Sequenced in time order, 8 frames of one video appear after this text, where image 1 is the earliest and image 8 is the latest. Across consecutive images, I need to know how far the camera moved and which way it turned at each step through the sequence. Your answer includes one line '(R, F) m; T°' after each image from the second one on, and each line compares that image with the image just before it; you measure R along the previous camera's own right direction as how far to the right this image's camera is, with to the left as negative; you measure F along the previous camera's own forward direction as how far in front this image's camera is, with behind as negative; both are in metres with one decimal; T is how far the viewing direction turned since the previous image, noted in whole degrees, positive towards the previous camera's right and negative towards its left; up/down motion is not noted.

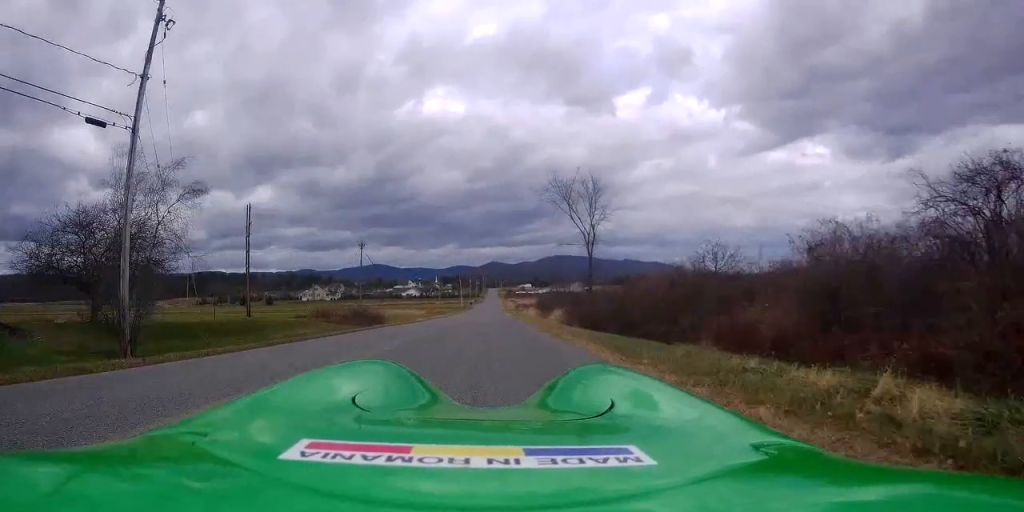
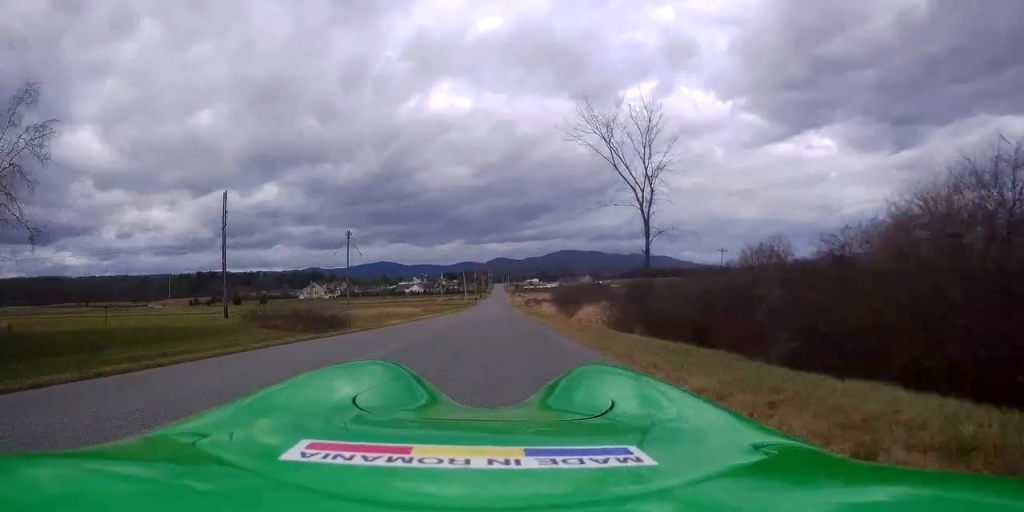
(-0.2, +13.6) m; 0°
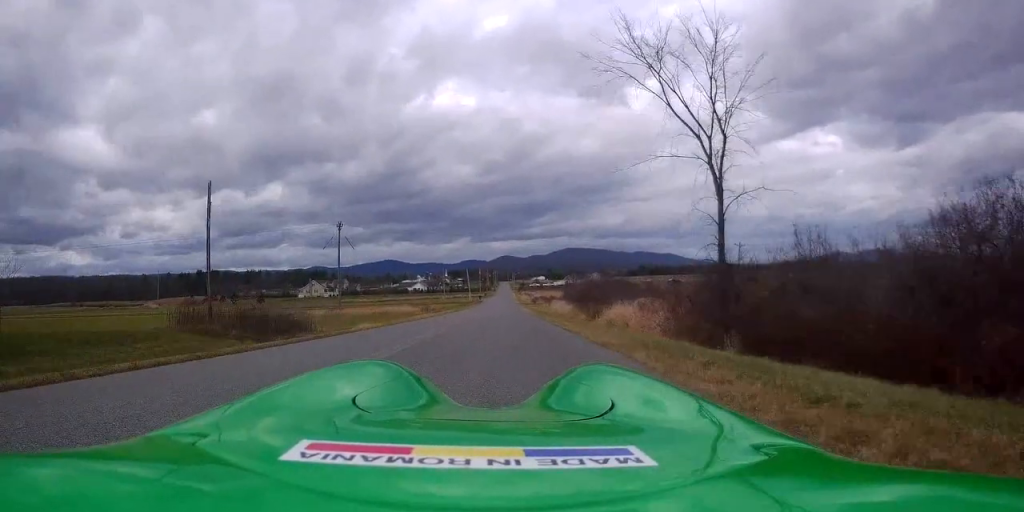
(+0.1, +7.9) m; 0°
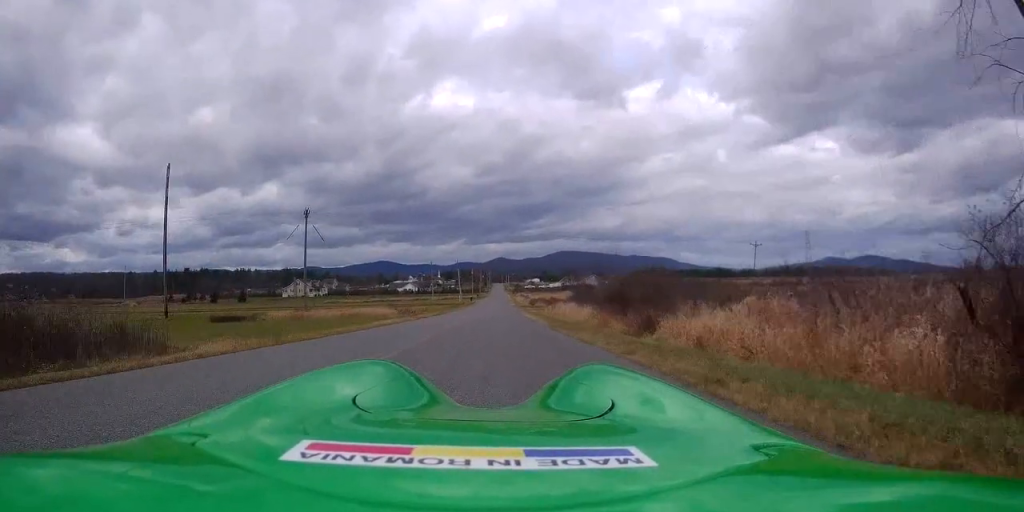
(0.0, +12.3) m; 0°
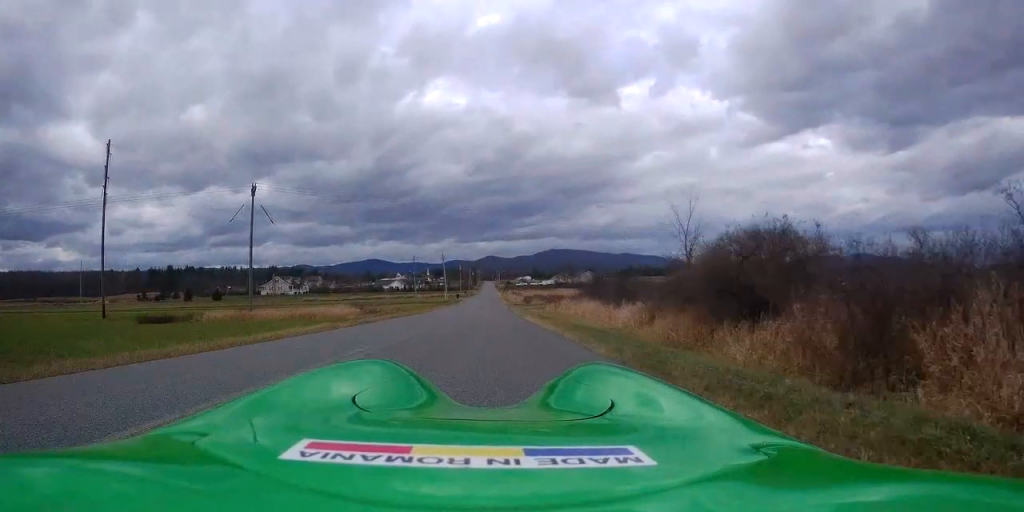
(0.0, +13.6) m; +1°
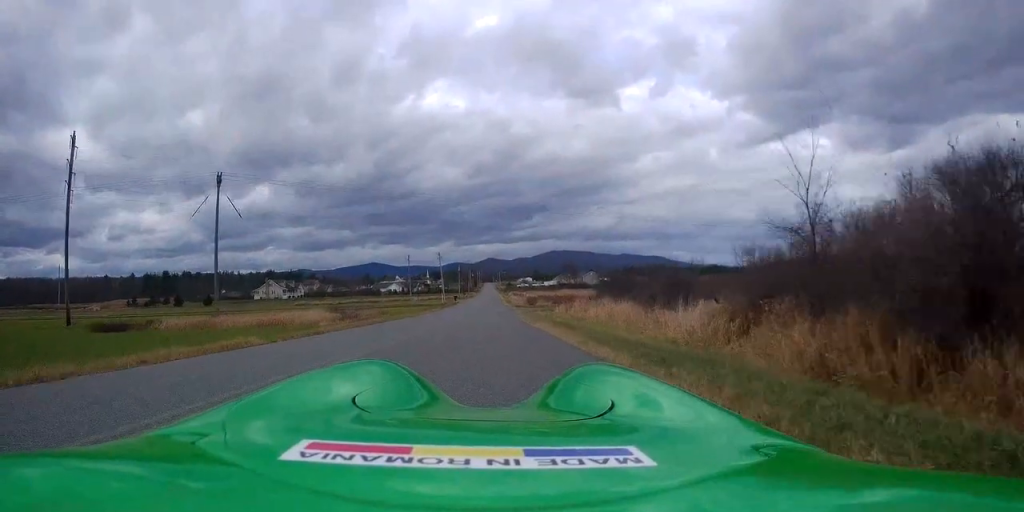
(+0.4, +7.8) m; 0°
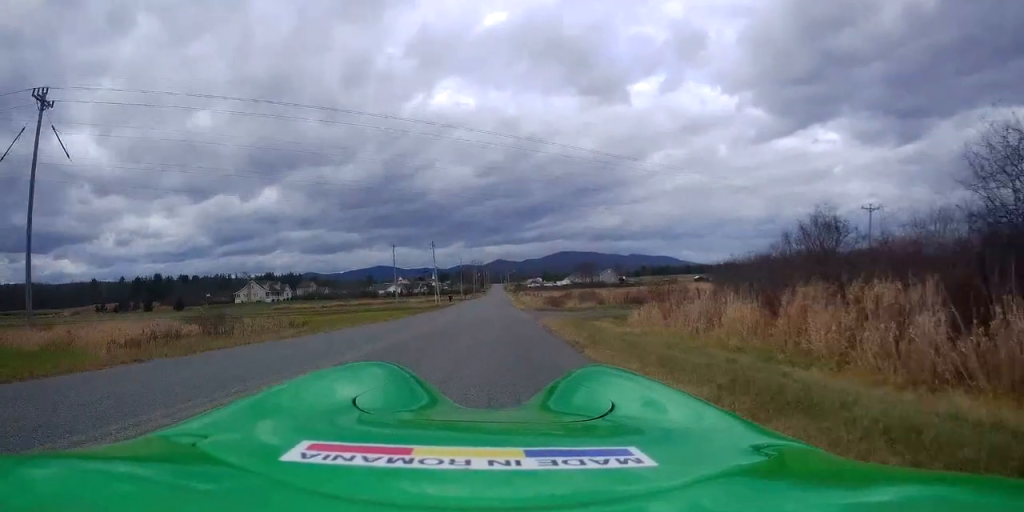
(-0.3, +24.0) m; 0°
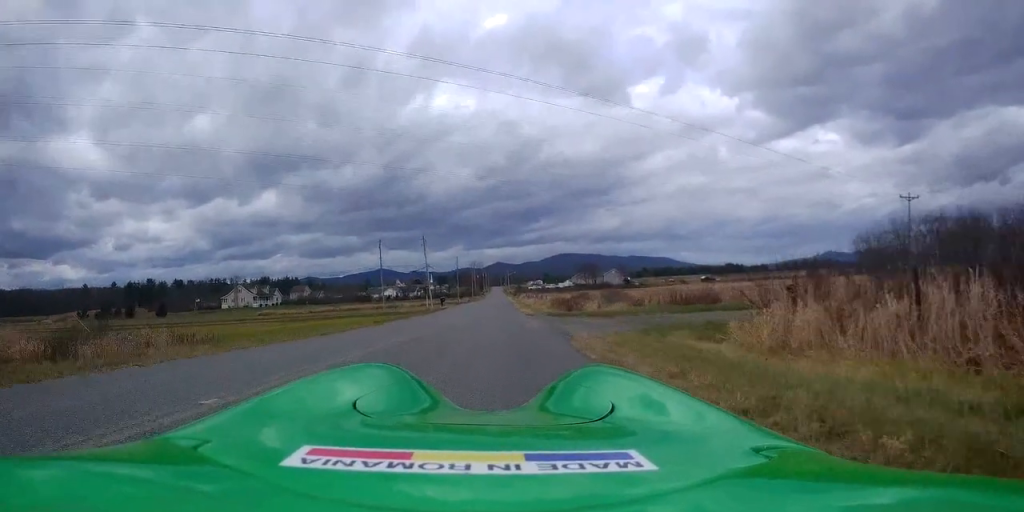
(-0.1, +10.6) m; 0°
